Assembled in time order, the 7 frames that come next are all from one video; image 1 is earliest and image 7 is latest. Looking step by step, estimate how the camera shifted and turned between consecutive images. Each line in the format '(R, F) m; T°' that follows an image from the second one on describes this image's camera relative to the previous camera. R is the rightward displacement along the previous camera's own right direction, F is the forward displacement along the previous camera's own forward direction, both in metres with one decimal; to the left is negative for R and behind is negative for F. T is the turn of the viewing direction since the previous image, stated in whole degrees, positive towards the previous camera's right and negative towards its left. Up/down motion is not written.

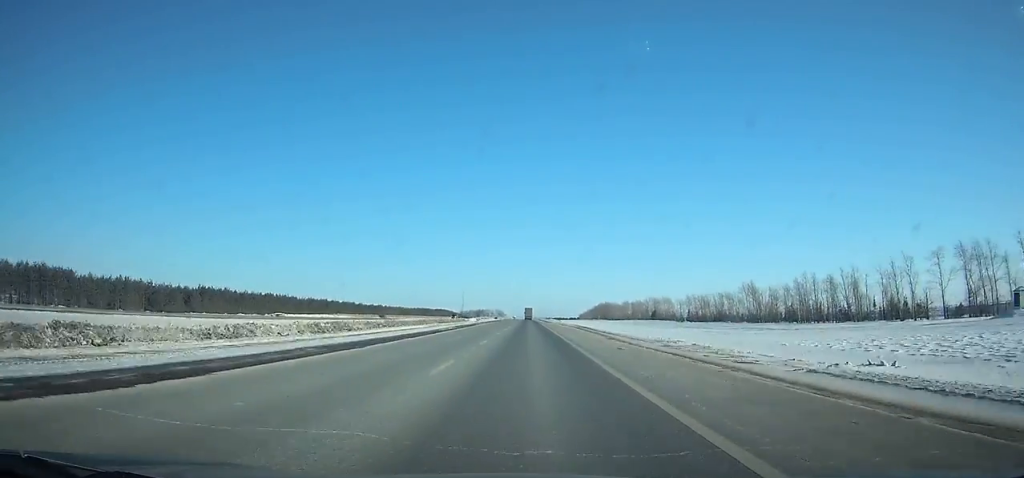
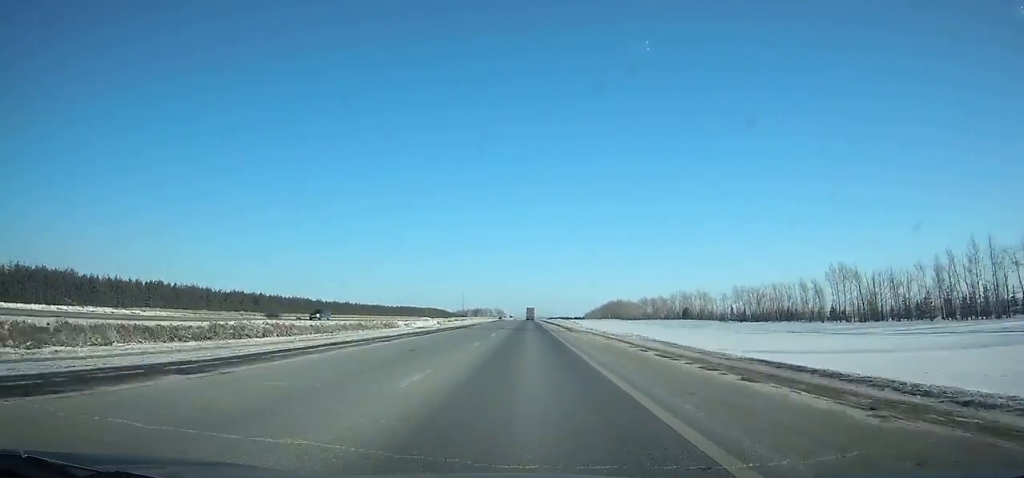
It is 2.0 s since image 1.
(0.0, +60.1) m; 0°
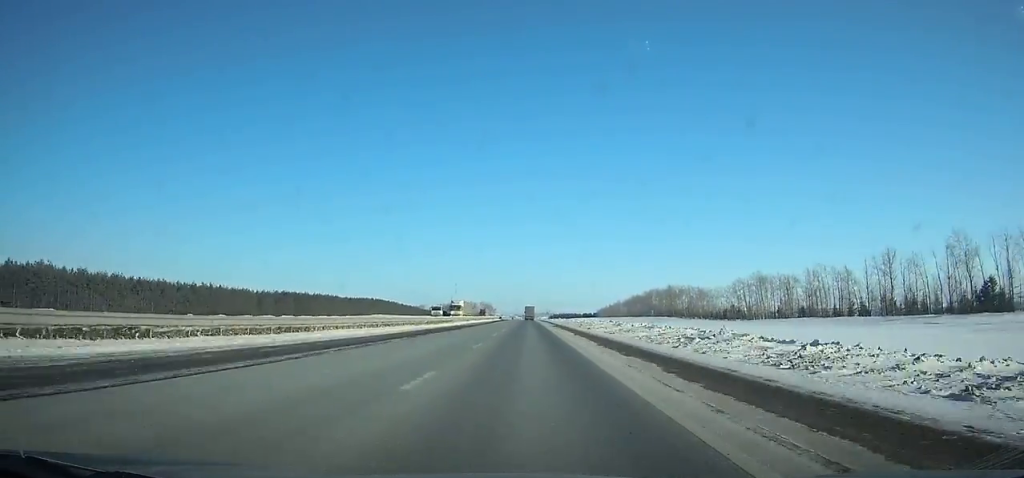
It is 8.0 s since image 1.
(0.0, +179.8) m; 0°
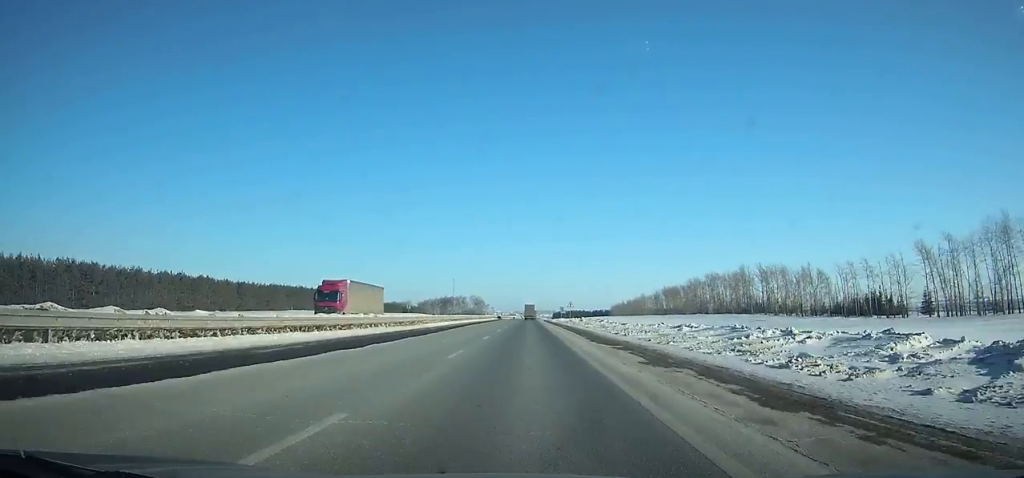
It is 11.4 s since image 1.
(-0.1, +100.5) m; 0°
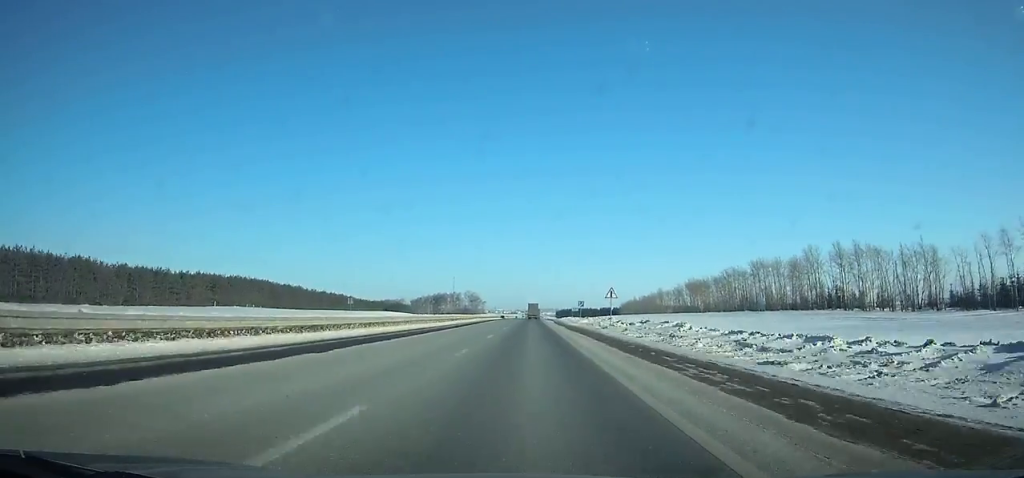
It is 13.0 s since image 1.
(+0.1, +46.8) m; 0°
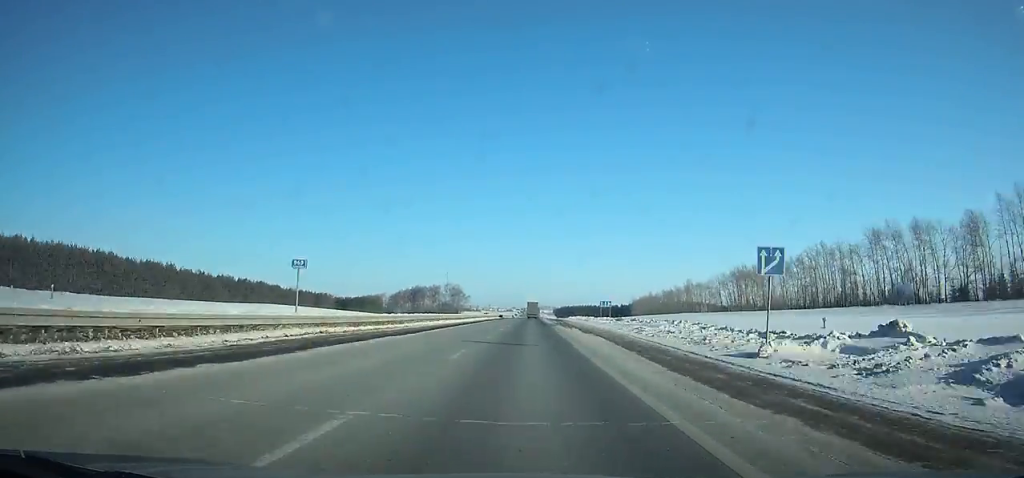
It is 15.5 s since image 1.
(-0.2, +71.0) m; 0°
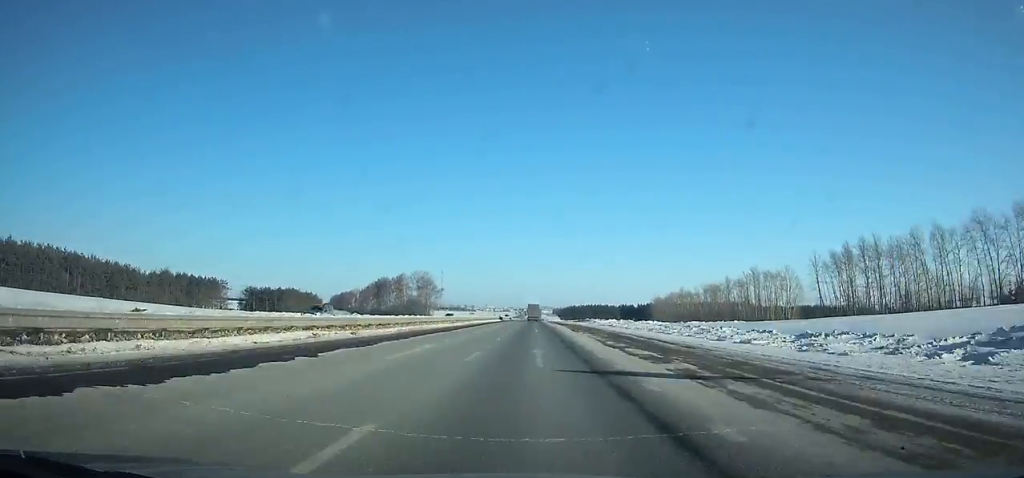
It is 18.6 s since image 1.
(+0.1, +84.9) m; 0°
